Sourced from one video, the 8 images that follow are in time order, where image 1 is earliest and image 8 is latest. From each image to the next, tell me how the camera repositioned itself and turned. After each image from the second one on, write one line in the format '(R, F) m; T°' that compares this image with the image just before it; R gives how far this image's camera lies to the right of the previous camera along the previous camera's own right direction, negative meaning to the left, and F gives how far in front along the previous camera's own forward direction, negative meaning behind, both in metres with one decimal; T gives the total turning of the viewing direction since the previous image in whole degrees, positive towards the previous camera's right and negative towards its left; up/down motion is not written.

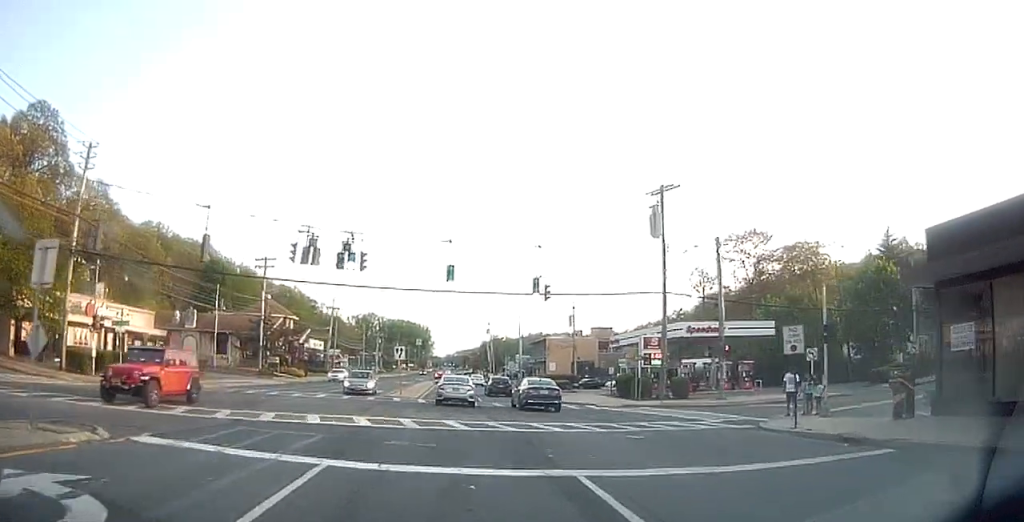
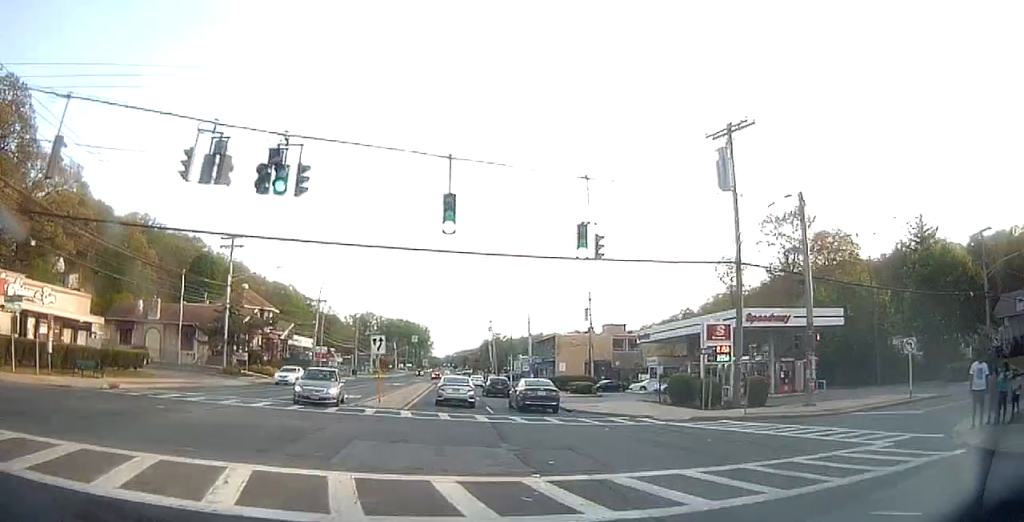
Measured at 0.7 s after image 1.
(-0.3, +9.9) m; 0°
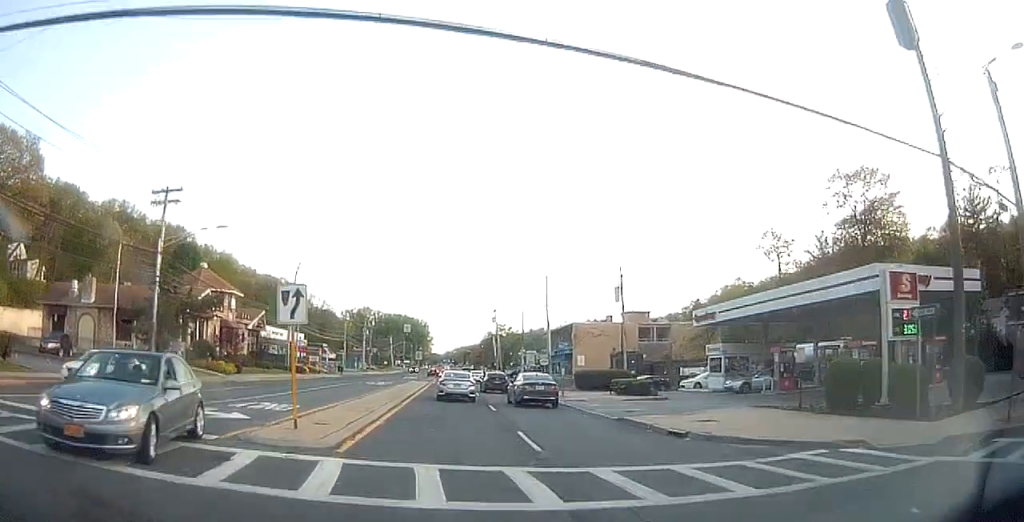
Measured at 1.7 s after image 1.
(+0.3, +13.5) m; 0°
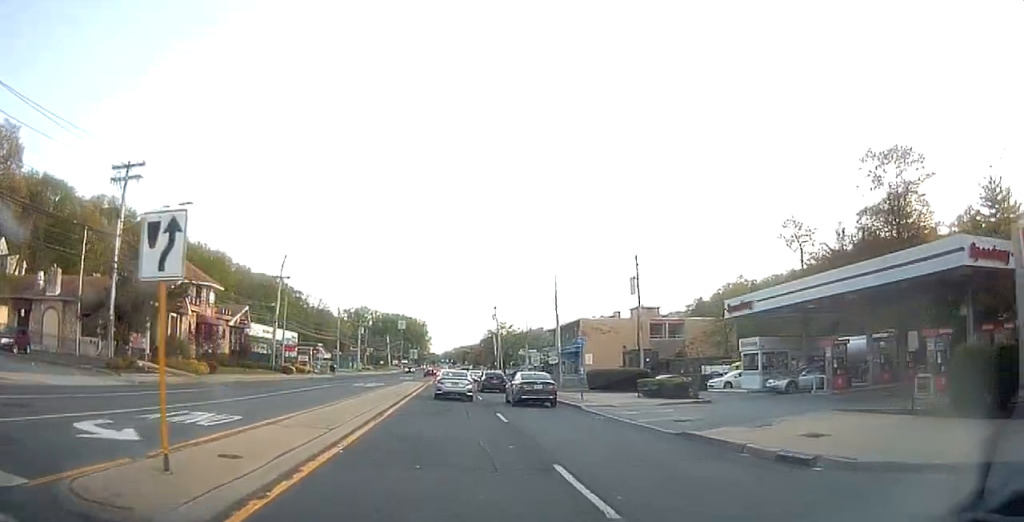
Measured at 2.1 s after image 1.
(-0.1, +5.6) m; 0°
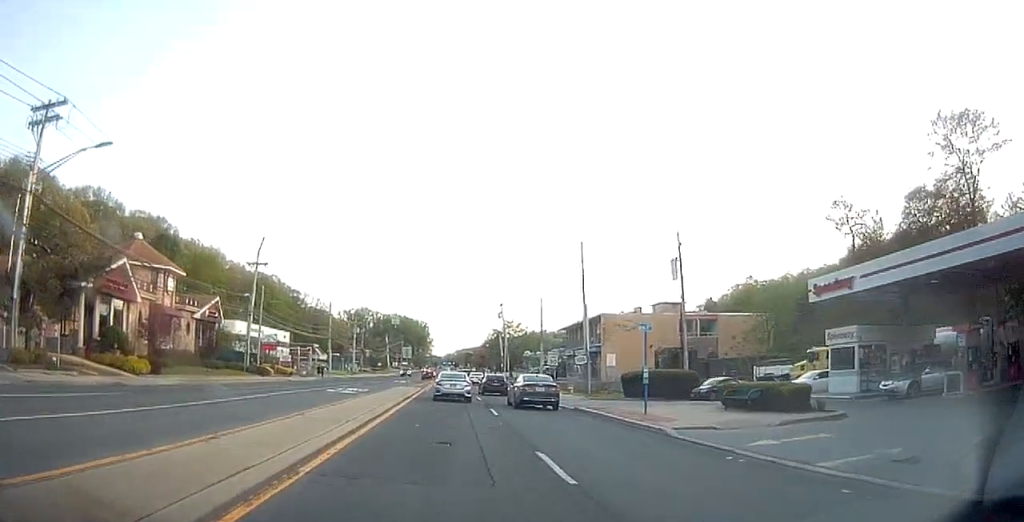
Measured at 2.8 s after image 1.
(-0.1, +9.7) m; 0°
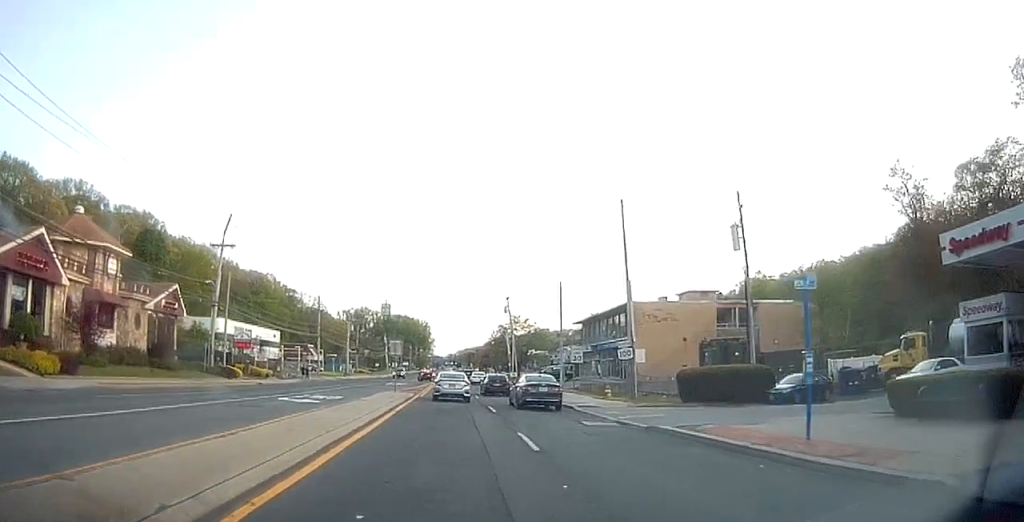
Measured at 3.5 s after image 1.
(0.0, +9.9) m; 0°
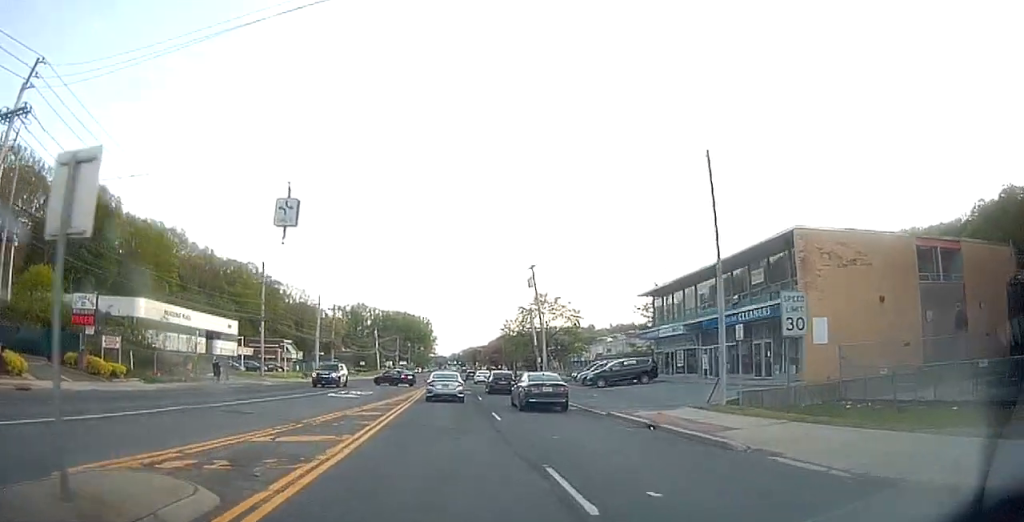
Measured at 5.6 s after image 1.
(+0.3, +29.5) m; +1°
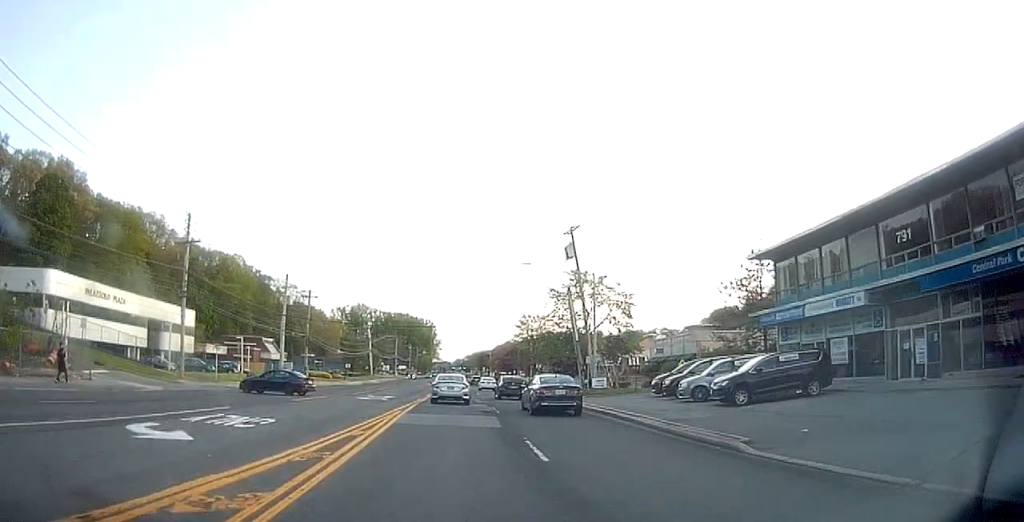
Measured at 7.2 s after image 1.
(-0.3, +21.2) m; -1°
